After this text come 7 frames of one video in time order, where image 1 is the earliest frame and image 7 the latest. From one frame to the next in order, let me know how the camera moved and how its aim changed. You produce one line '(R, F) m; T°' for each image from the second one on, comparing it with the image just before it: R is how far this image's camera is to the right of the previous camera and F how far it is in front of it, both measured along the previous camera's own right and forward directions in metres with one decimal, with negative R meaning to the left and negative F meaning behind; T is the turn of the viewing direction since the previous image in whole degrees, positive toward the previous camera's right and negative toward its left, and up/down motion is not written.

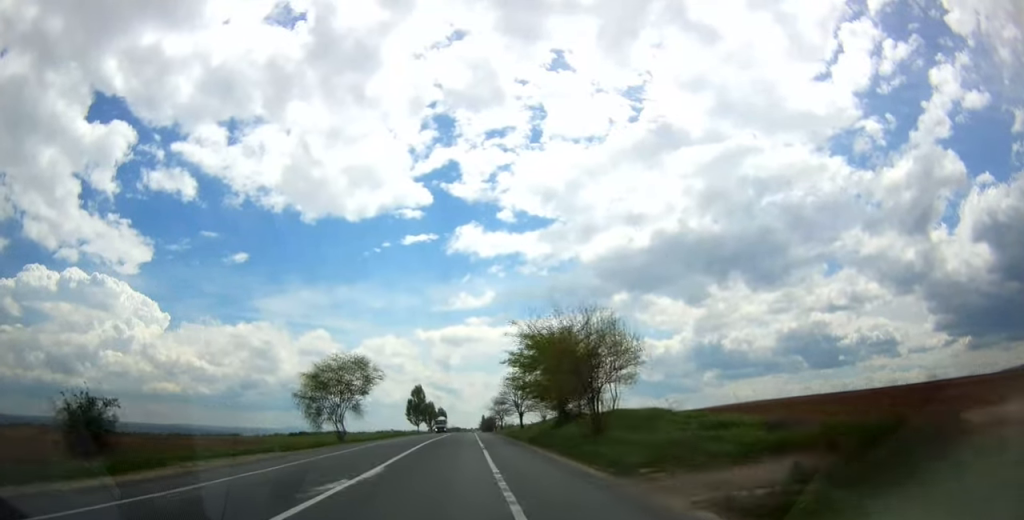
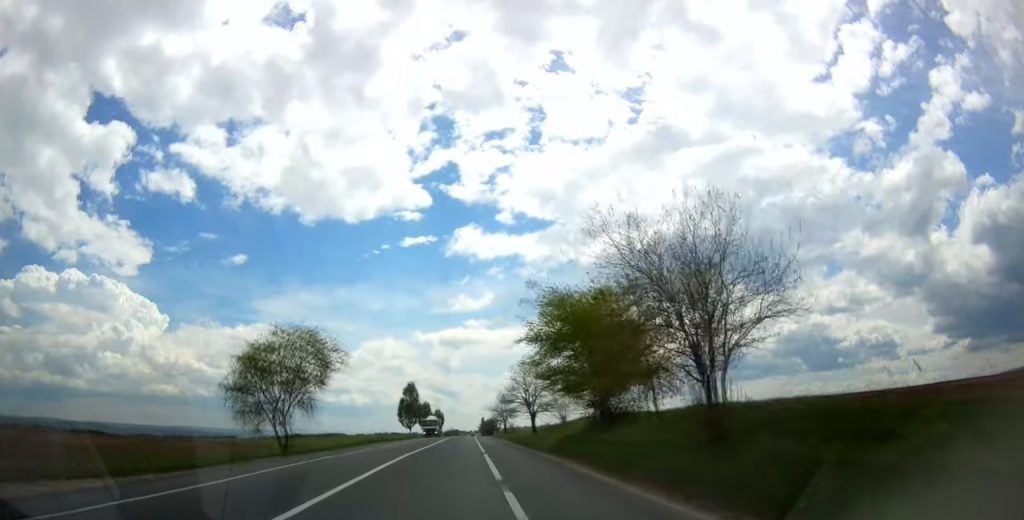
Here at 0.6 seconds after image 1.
(0.0, +16.4) m; 0°
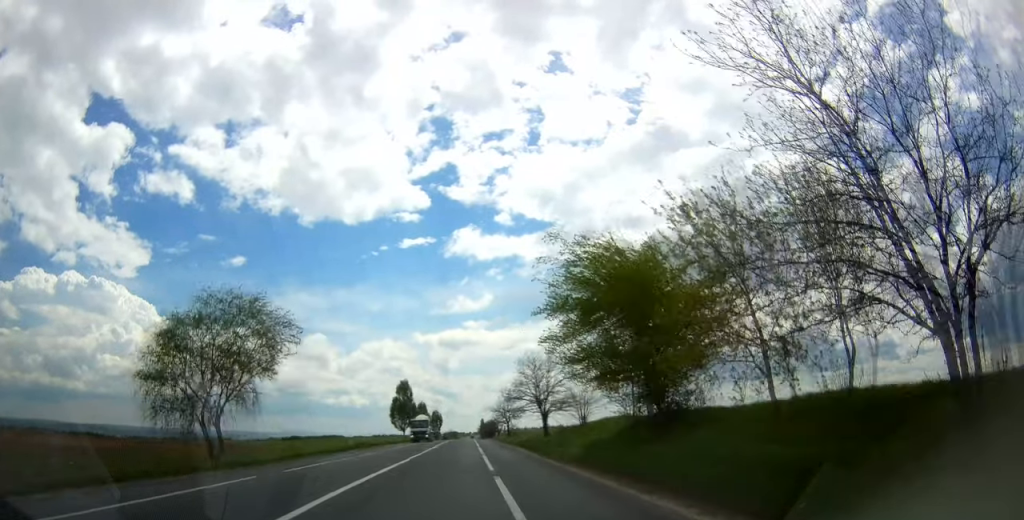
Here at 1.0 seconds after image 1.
(-0.1, +10.9) m; 0°
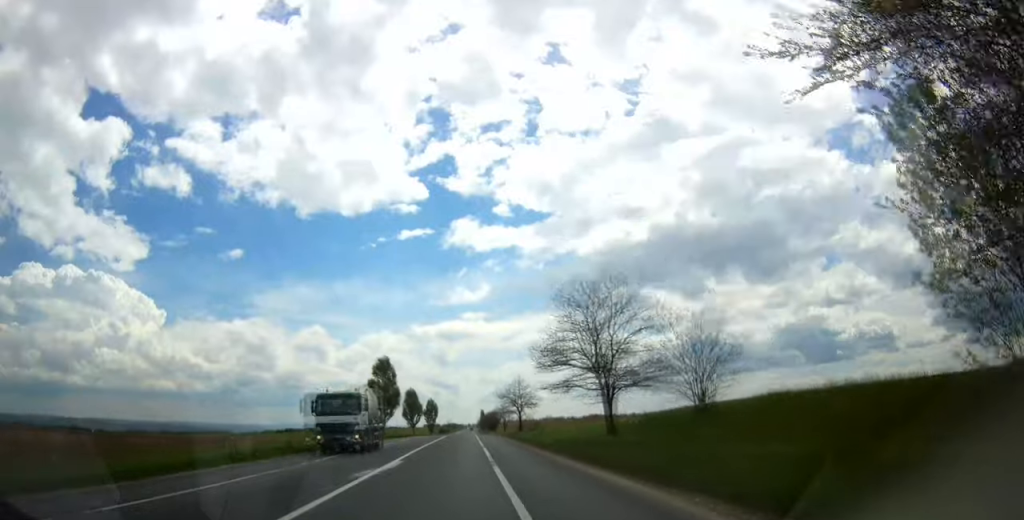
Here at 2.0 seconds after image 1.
(0.0, +25.9) m; 0°
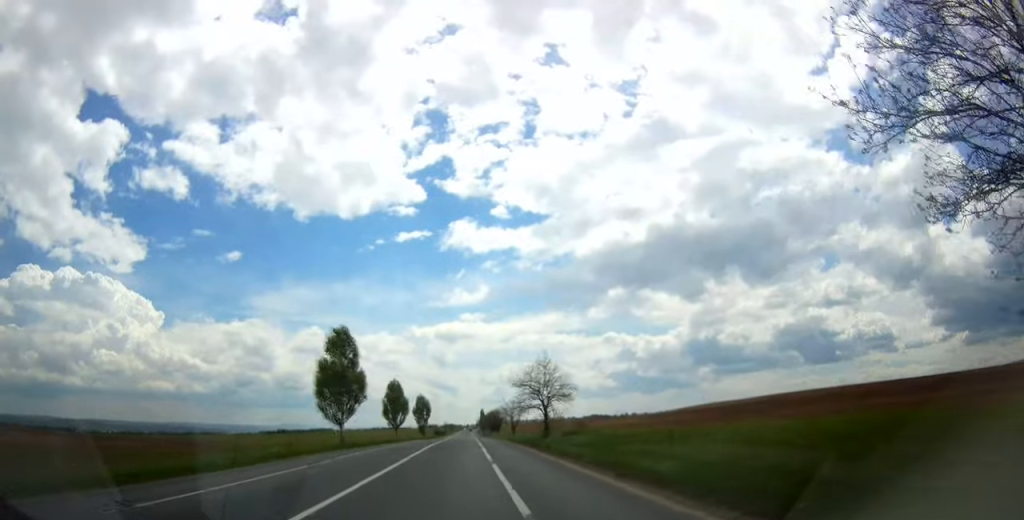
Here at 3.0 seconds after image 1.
(+0.1, +28.9) m; 0°
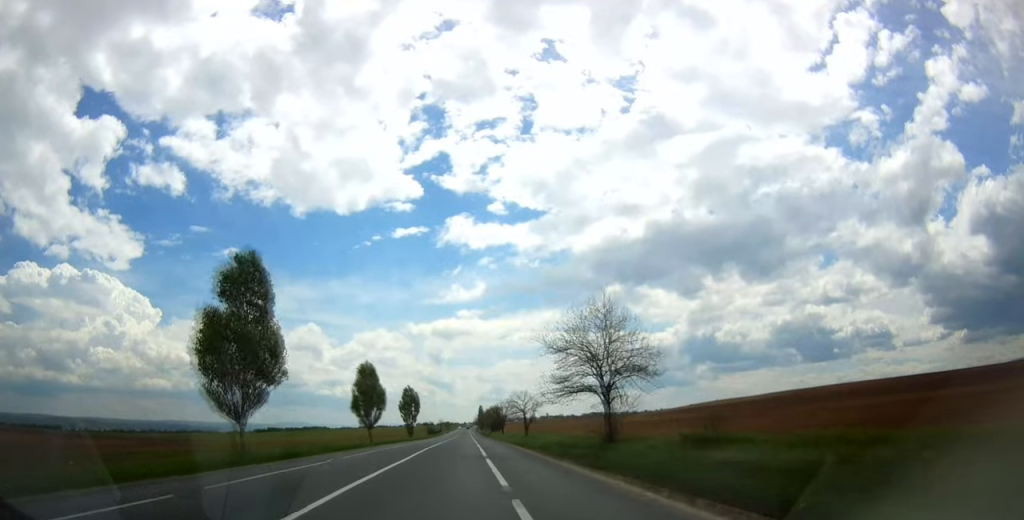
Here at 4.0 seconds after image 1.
(0.0, +25.5) m; 0°
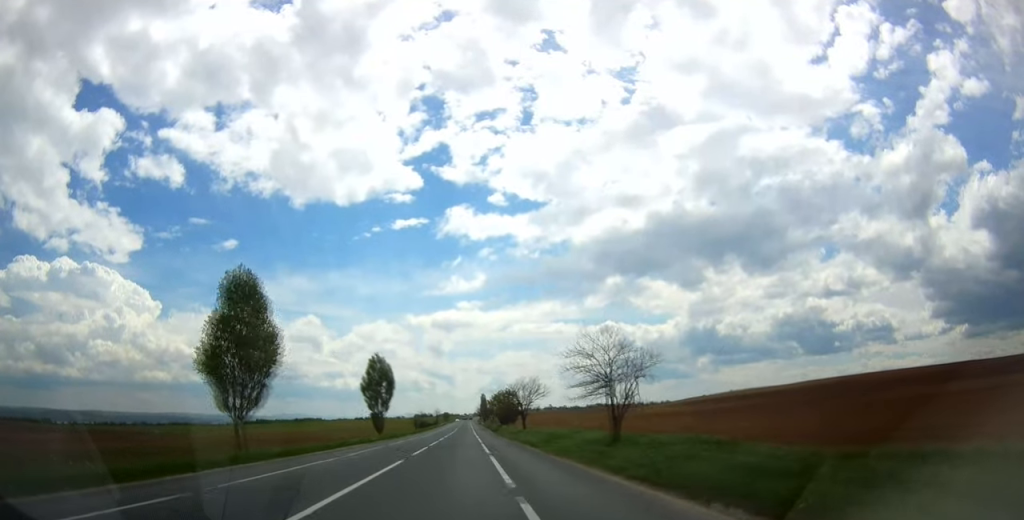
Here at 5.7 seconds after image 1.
(+0.1, +44.5) m; +1°
